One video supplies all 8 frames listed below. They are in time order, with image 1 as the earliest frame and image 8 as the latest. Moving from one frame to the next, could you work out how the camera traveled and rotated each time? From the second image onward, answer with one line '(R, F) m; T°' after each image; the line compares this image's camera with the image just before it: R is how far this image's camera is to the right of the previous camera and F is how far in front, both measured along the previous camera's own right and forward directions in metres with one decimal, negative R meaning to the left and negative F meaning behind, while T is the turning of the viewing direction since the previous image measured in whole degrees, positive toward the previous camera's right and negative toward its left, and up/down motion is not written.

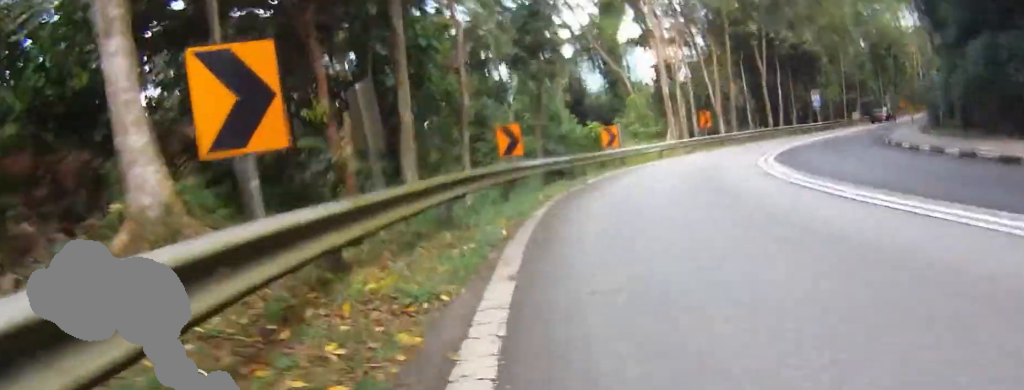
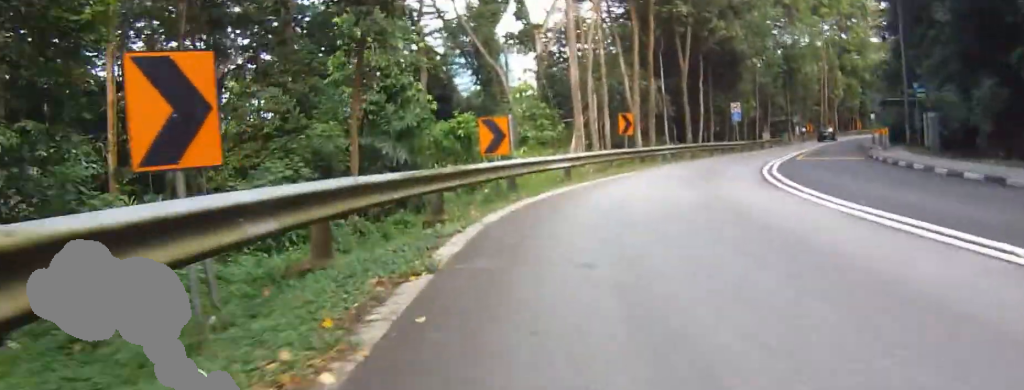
(+0.4, +12.2) m; -6°
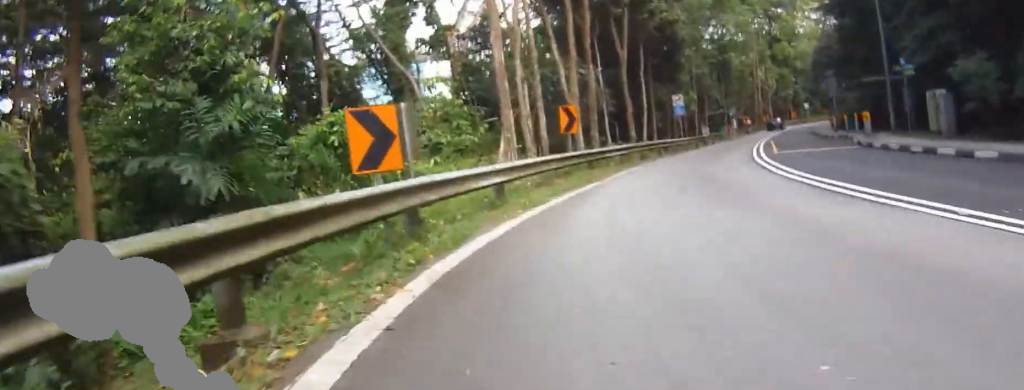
(-1.0, +6.0) m; 0°
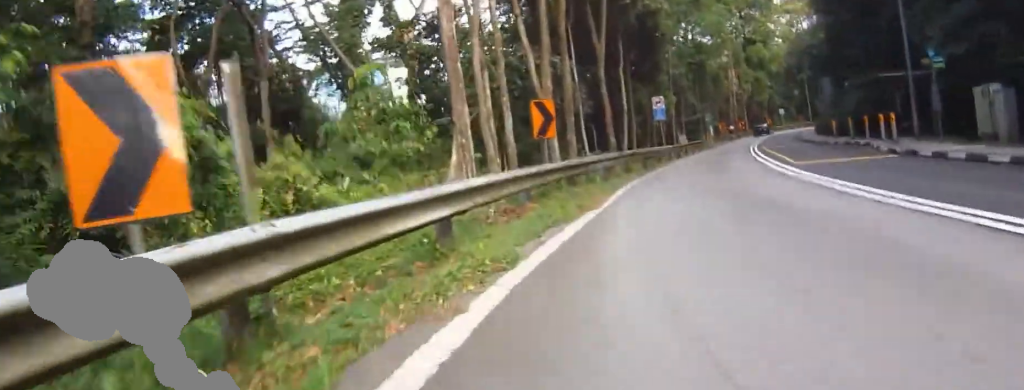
(-0.1, +4.8) m; +3°
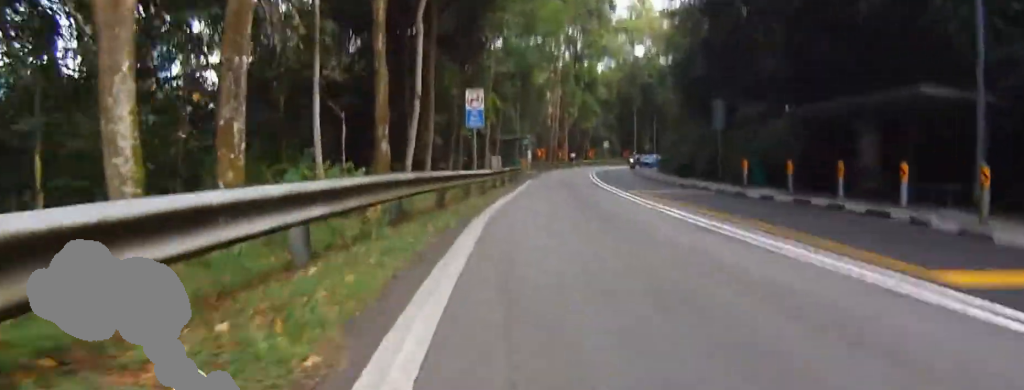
(+2.5, +14.0) m; +22°
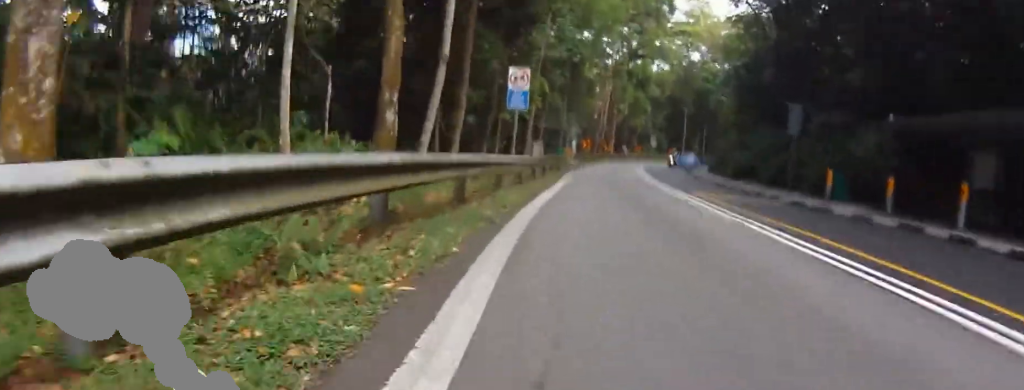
(+0.4, +3.6) m; +3°
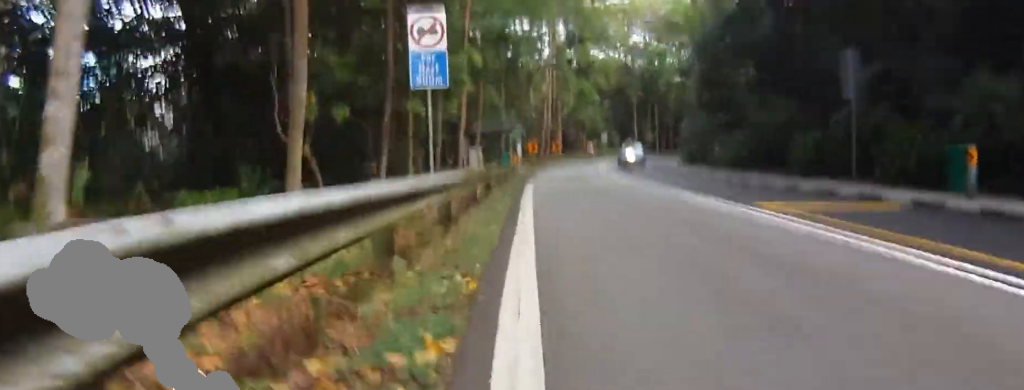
(+0.8, +8.9) m; +2°
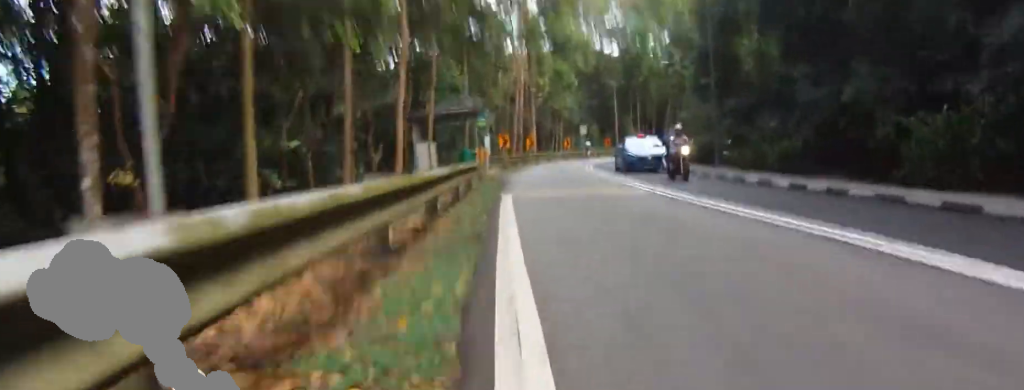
(-0.3, +8.3) m; -1°
